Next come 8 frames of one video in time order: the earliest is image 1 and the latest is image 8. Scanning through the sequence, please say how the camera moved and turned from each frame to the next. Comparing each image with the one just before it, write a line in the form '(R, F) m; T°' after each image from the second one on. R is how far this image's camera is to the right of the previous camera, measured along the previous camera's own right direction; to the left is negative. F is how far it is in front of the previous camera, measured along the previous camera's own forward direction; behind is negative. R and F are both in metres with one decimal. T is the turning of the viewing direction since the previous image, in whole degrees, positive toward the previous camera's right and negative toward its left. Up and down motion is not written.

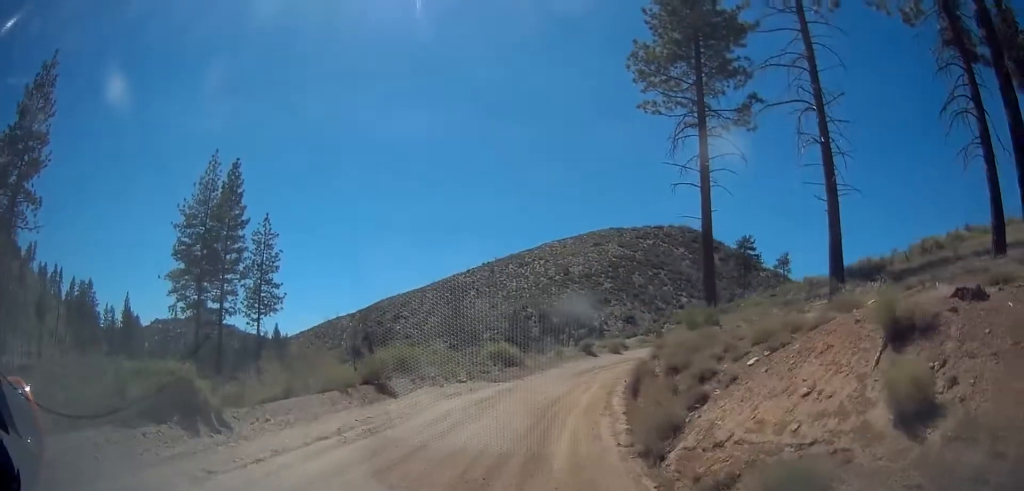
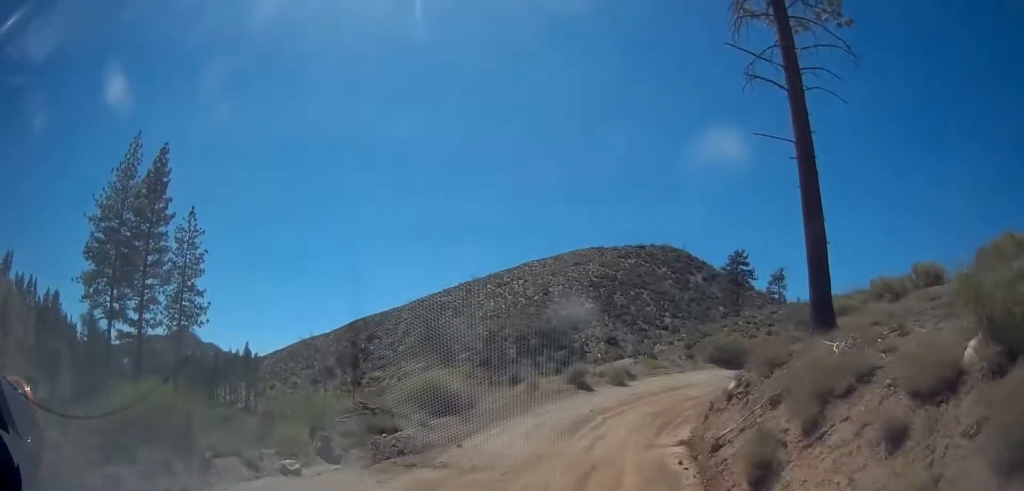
(0.0, +11.3) m; +4°
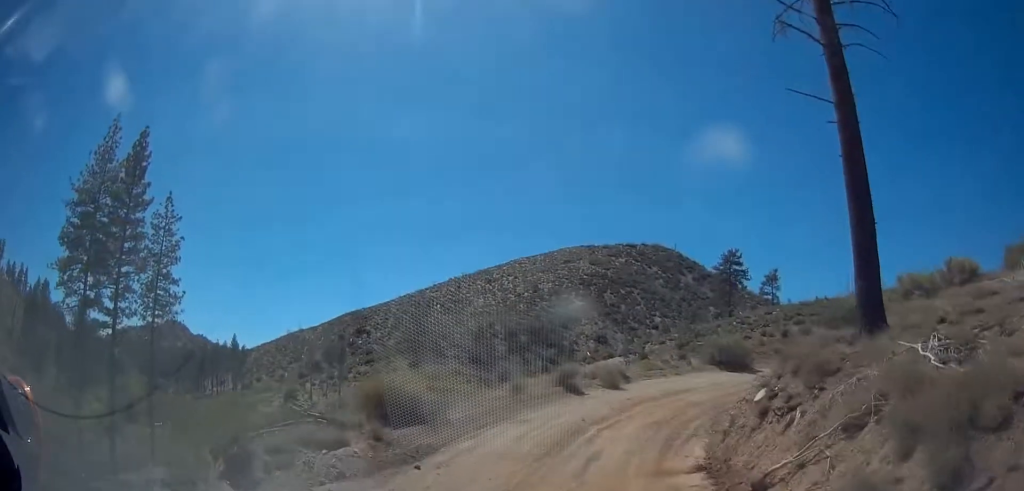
(+0.1, +2.5) m; +2°
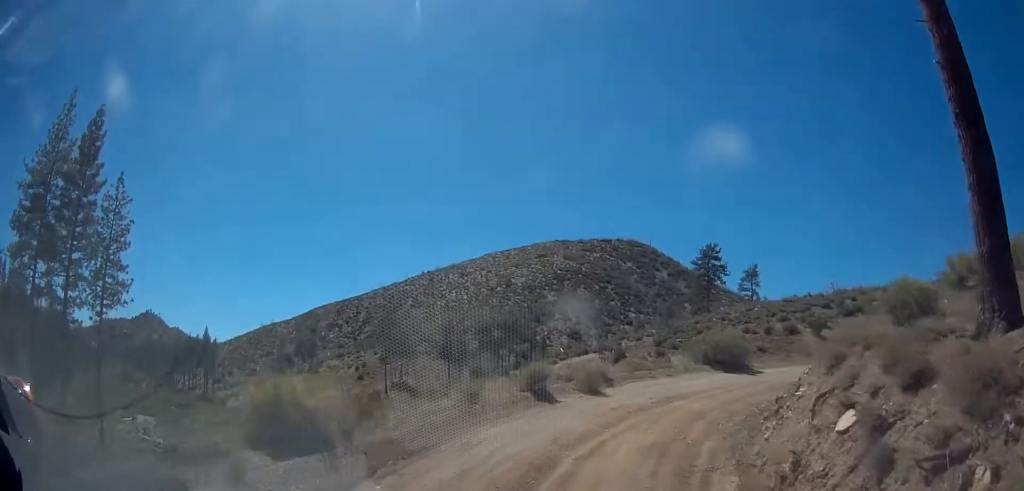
(0.0, +4.1) m; +2°
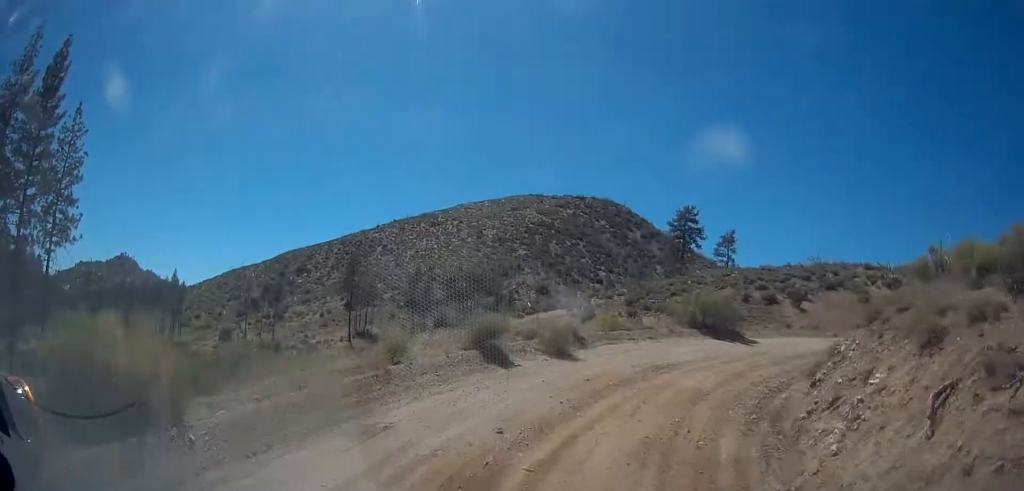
(+0.1, +3.8) m; +6°
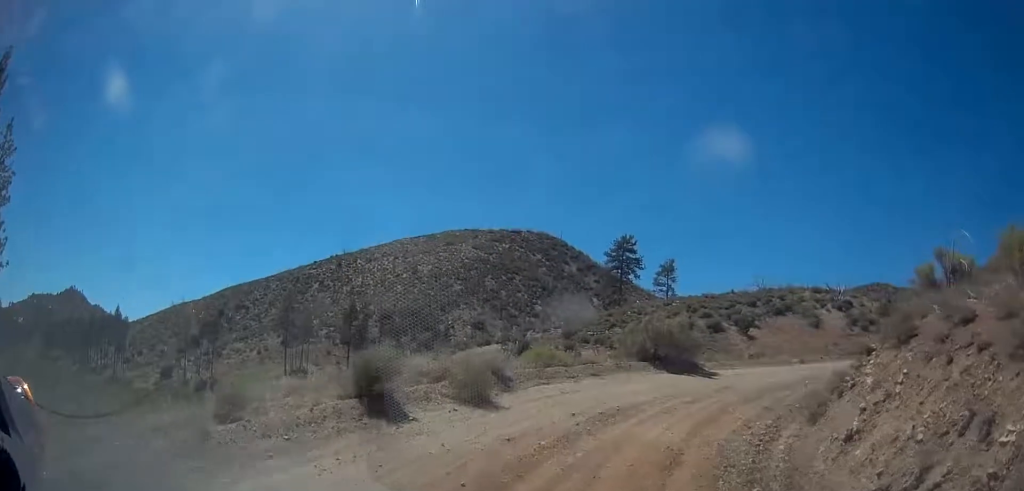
(+0.2, +3.5) m; +6°
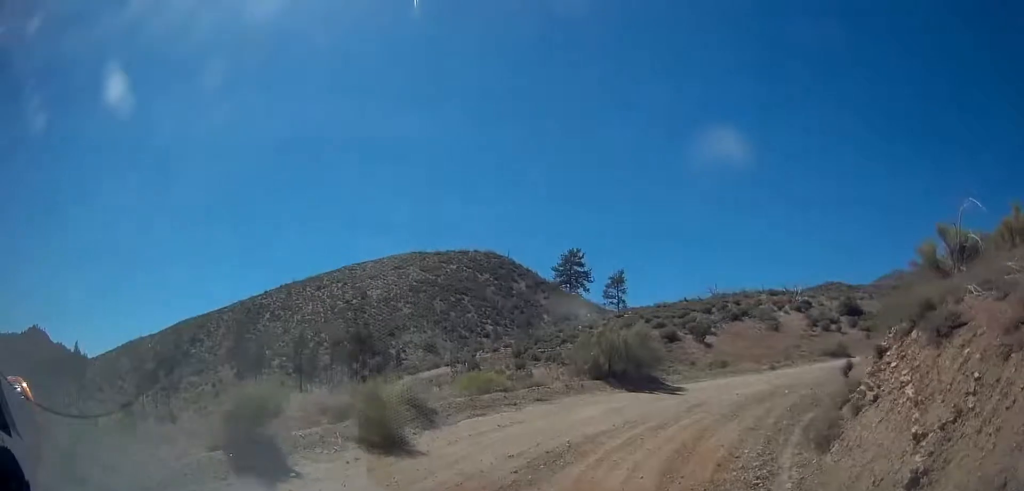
(+0.1, +2.4) m; +4°
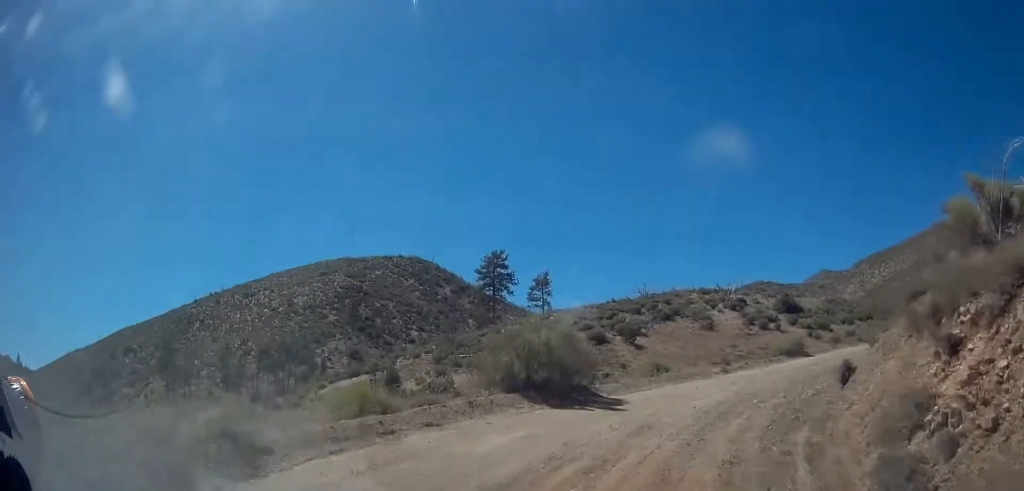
(+0.2, +3.8) m; +6°
